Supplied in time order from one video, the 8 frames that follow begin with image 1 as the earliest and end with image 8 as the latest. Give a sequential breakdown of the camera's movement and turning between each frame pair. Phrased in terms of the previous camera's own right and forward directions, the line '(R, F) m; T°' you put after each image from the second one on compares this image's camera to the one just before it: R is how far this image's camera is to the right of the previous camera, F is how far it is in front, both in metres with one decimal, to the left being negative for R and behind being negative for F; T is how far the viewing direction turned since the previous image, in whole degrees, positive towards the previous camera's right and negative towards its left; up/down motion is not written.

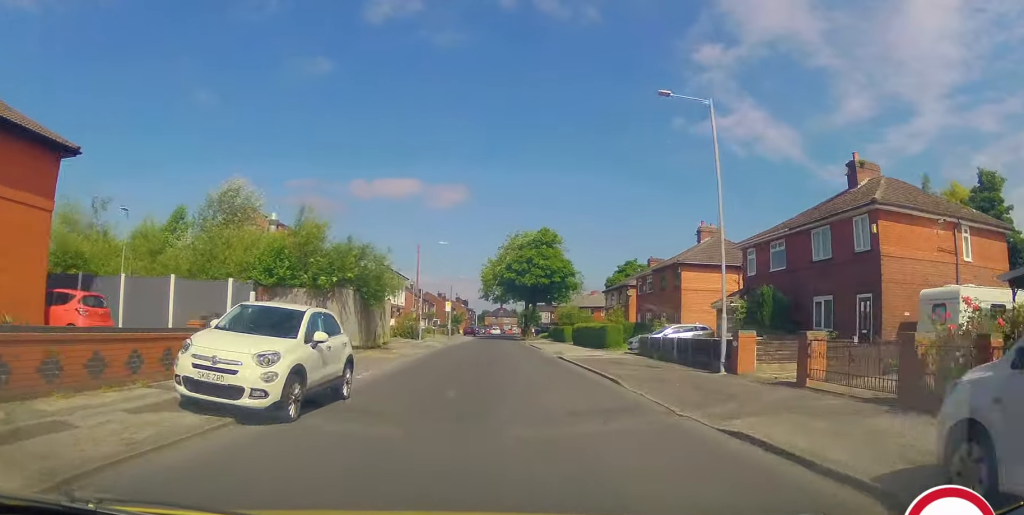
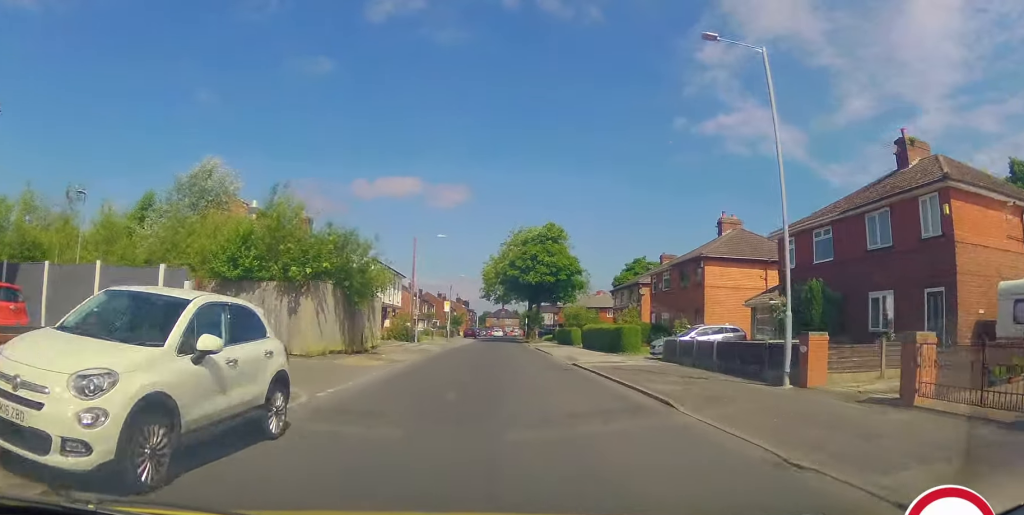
(0.0, +3.7) m; 0°
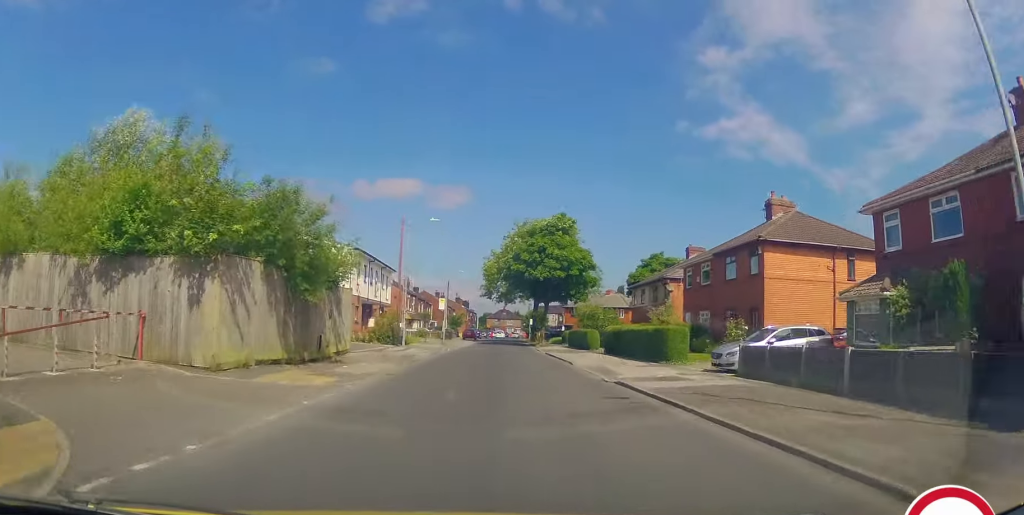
(0.0, +7.1) m; -1°
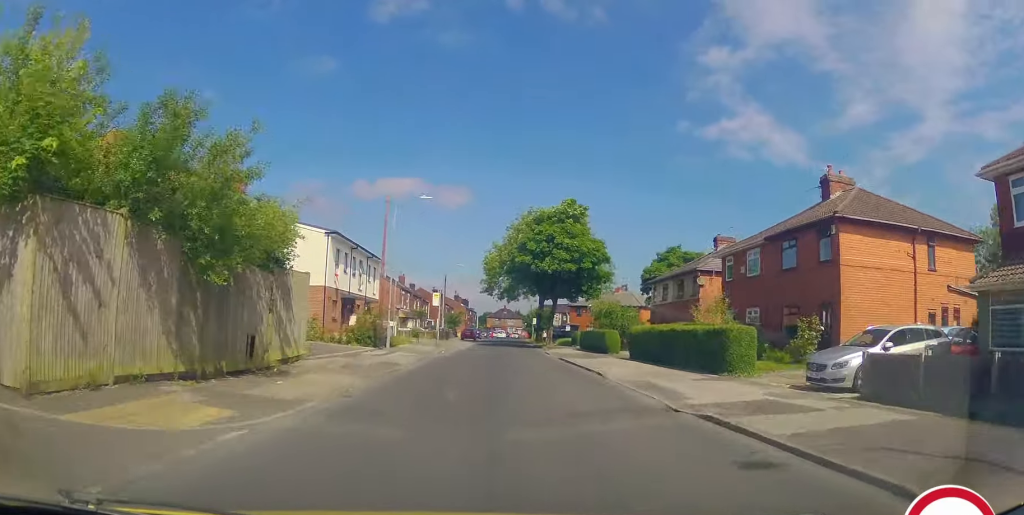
(-0.1, +6.0) m; 0°
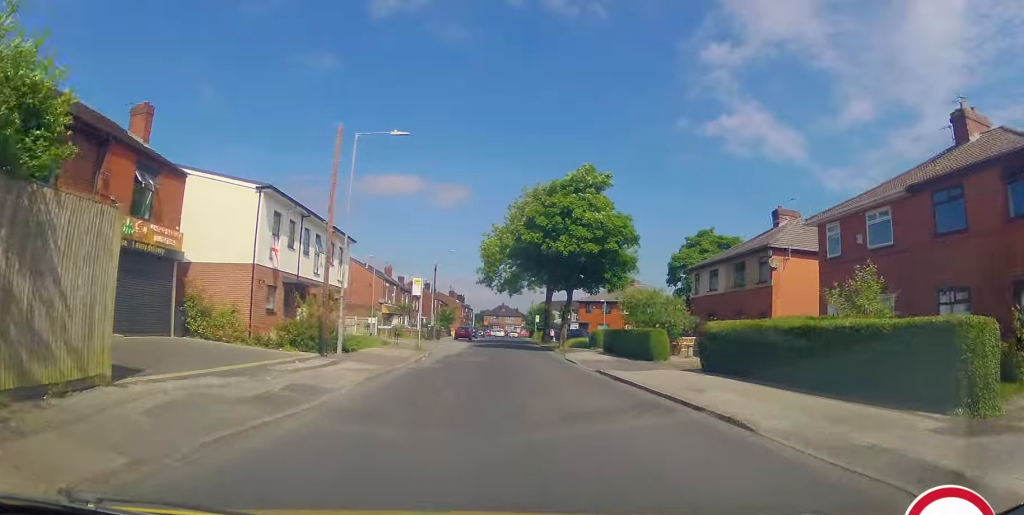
(+0.1, +9.9) m; +1°
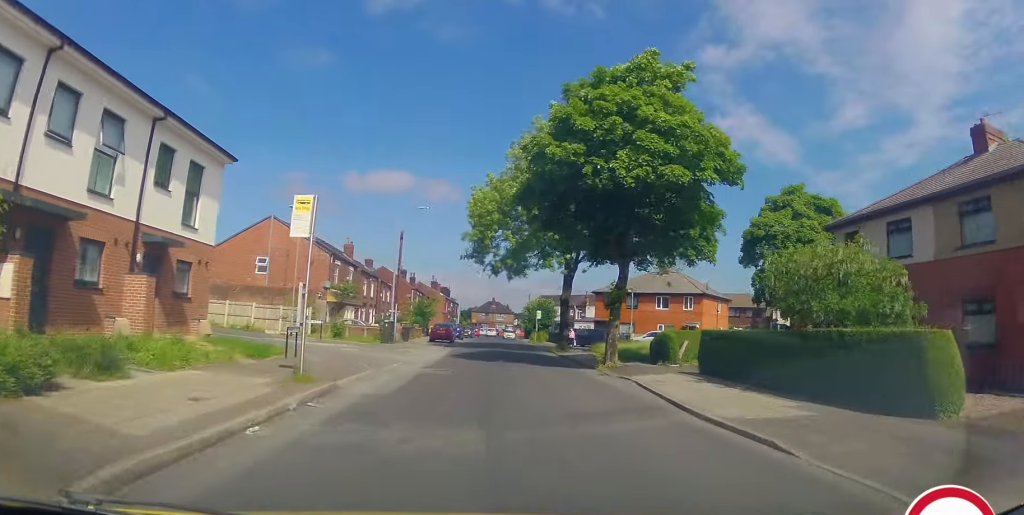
(+0.2, +18.0) m; +2°
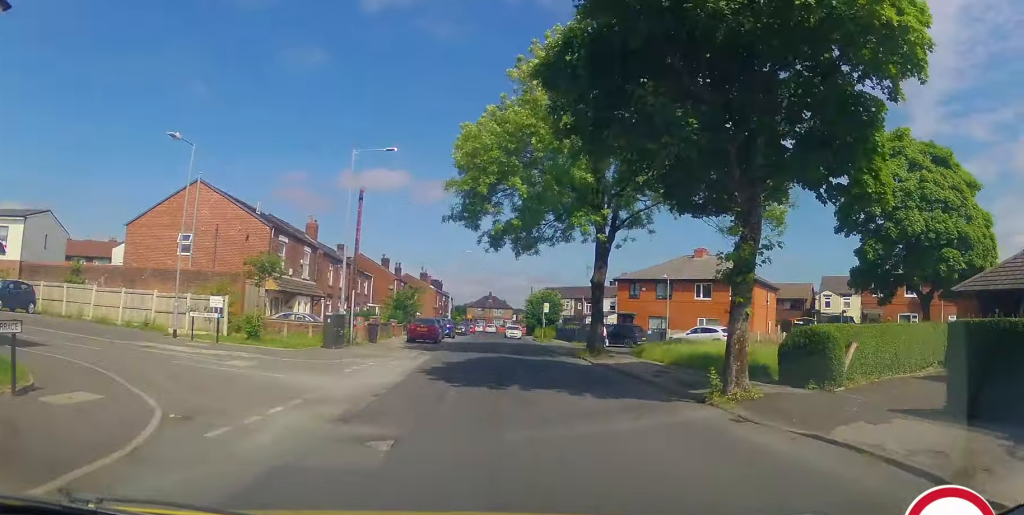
(+0.3, +11.9) m; +1°
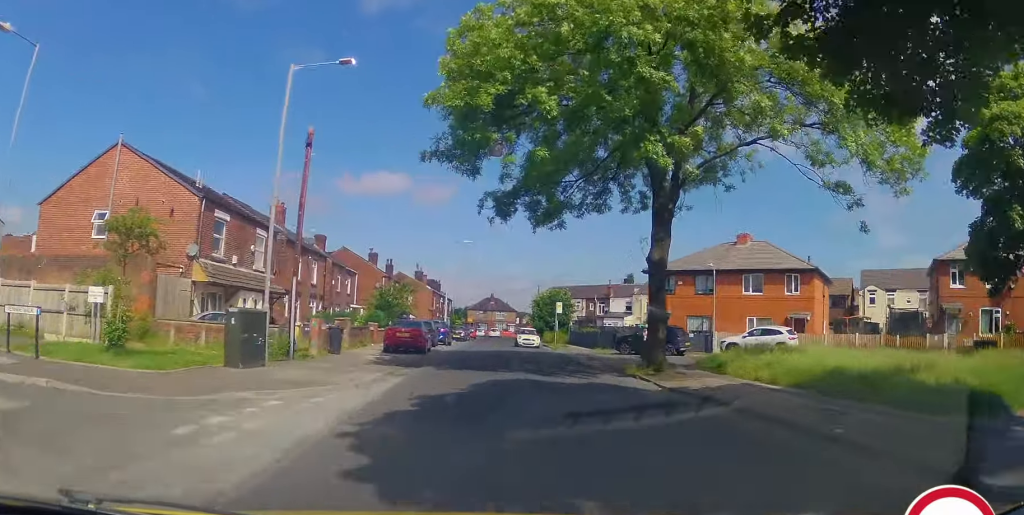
(-0.1, +8.6) m; 0°
